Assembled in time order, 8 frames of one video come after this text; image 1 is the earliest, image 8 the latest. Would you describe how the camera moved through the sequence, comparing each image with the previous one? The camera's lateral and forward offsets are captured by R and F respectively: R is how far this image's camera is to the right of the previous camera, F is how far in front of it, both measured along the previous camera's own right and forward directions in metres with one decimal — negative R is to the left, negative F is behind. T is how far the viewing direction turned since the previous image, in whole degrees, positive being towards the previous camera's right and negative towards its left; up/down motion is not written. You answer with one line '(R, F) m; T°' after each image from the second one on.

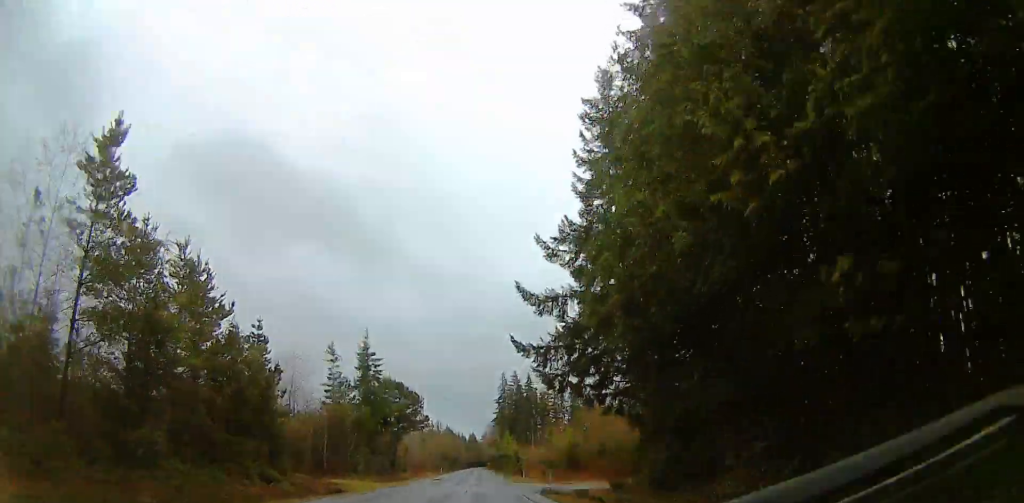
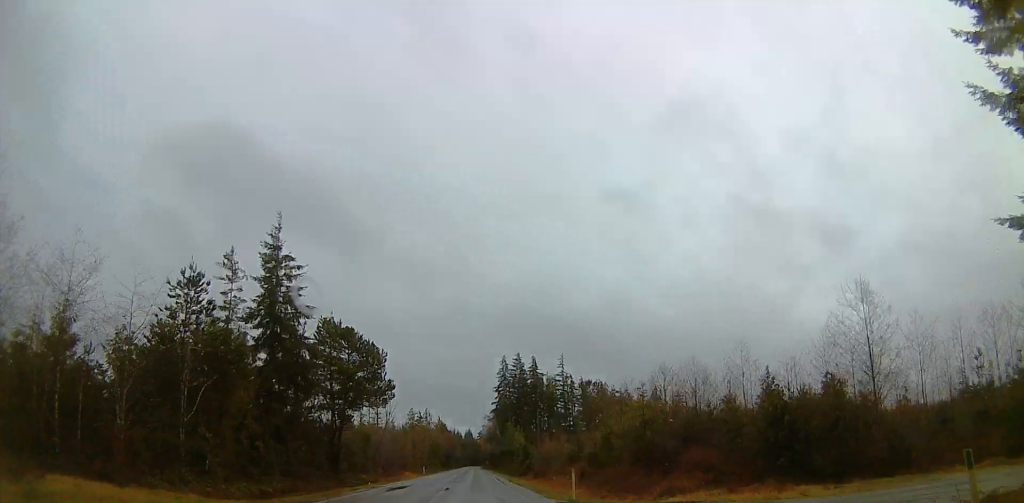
(+0.7, +33.7) m; +2°
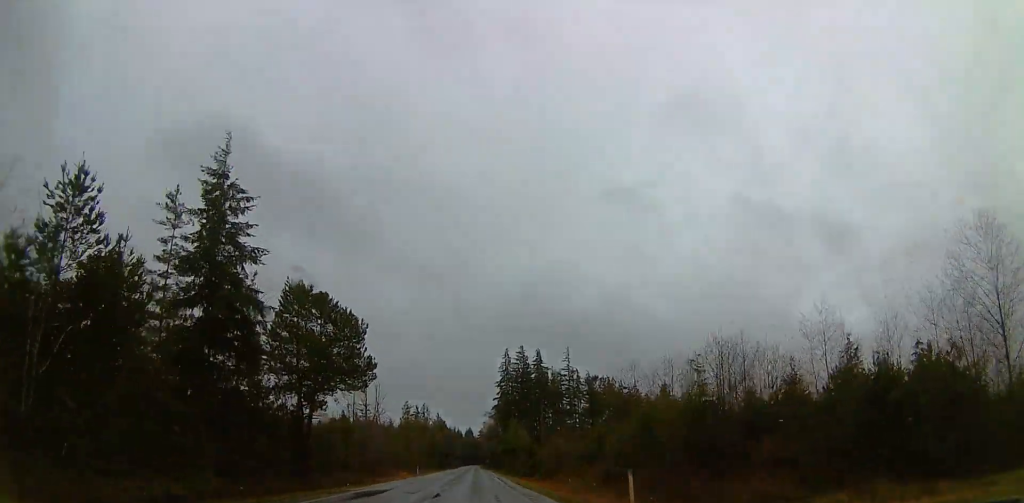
(+0.1, +10.1) m; 0°
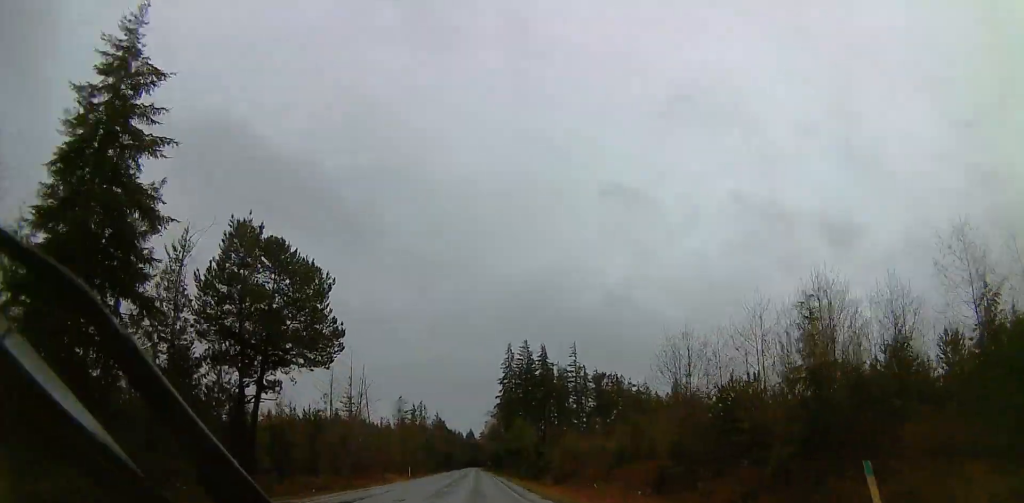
(0.0, +11.1) m; 0°
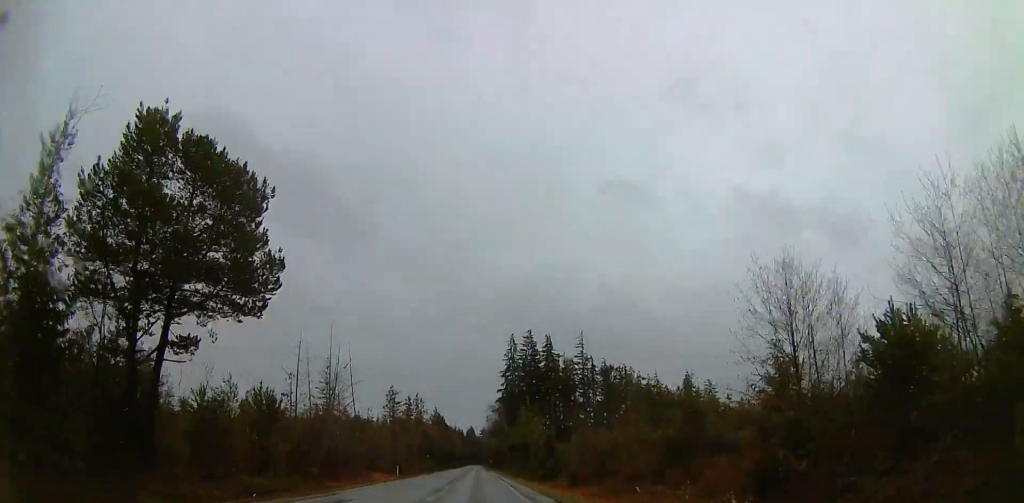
(0.0, +11.1) m; 0°
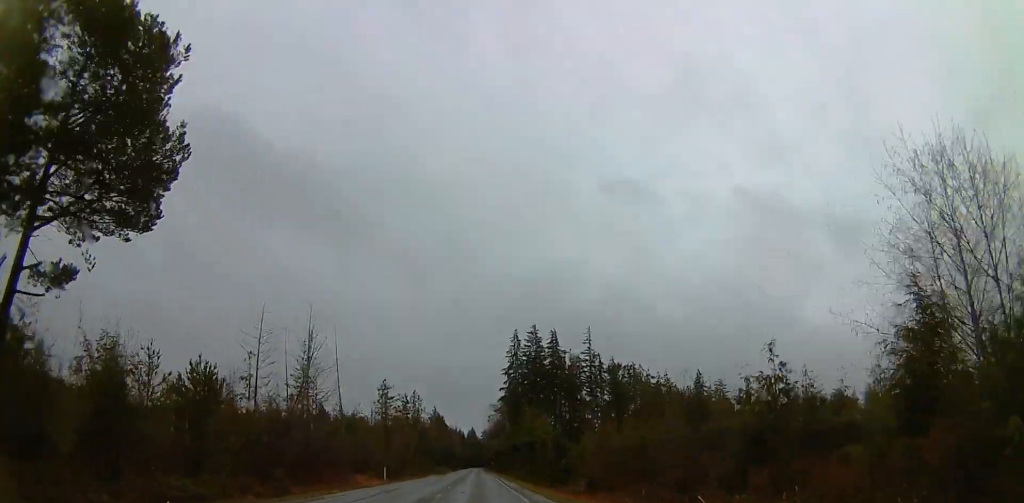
(0.0, +7.8) m; 0°
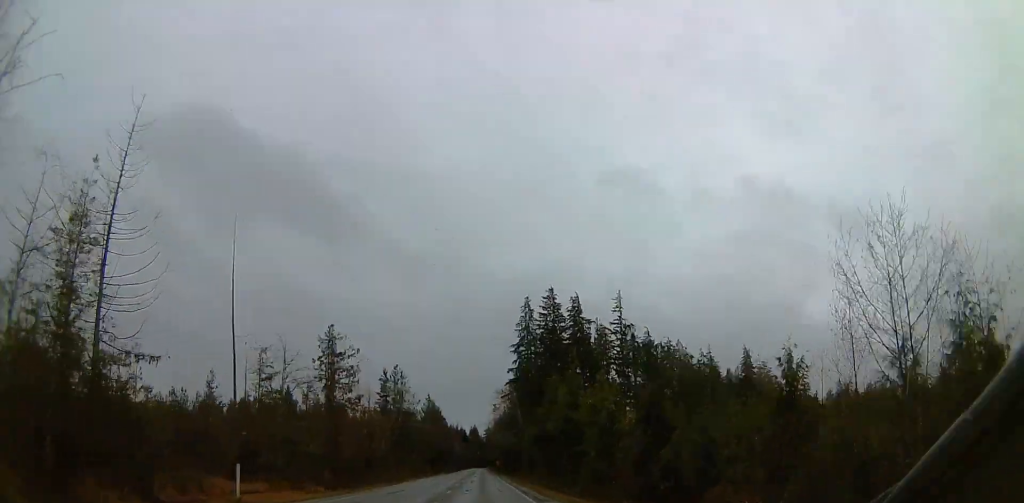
(0.0, +26.6) m; 0°
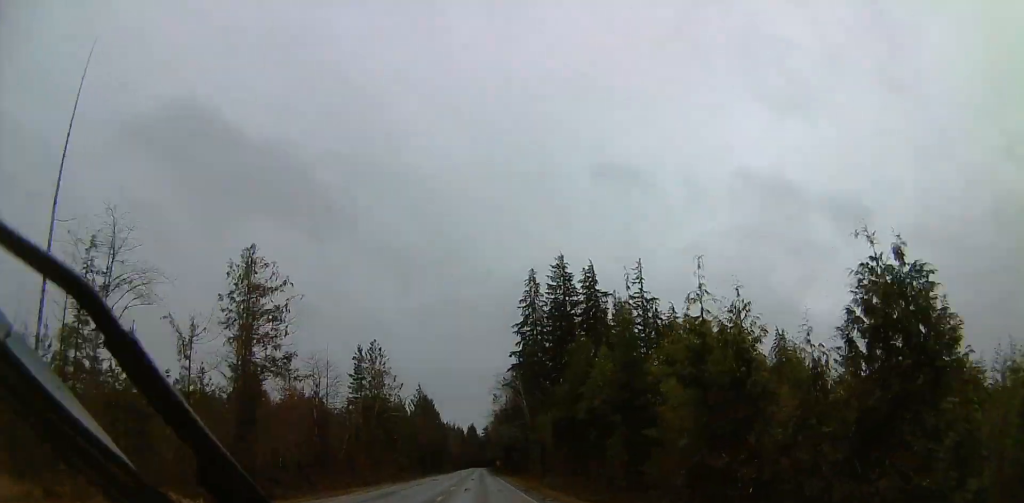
(0.0, +16.4) m; 0°
